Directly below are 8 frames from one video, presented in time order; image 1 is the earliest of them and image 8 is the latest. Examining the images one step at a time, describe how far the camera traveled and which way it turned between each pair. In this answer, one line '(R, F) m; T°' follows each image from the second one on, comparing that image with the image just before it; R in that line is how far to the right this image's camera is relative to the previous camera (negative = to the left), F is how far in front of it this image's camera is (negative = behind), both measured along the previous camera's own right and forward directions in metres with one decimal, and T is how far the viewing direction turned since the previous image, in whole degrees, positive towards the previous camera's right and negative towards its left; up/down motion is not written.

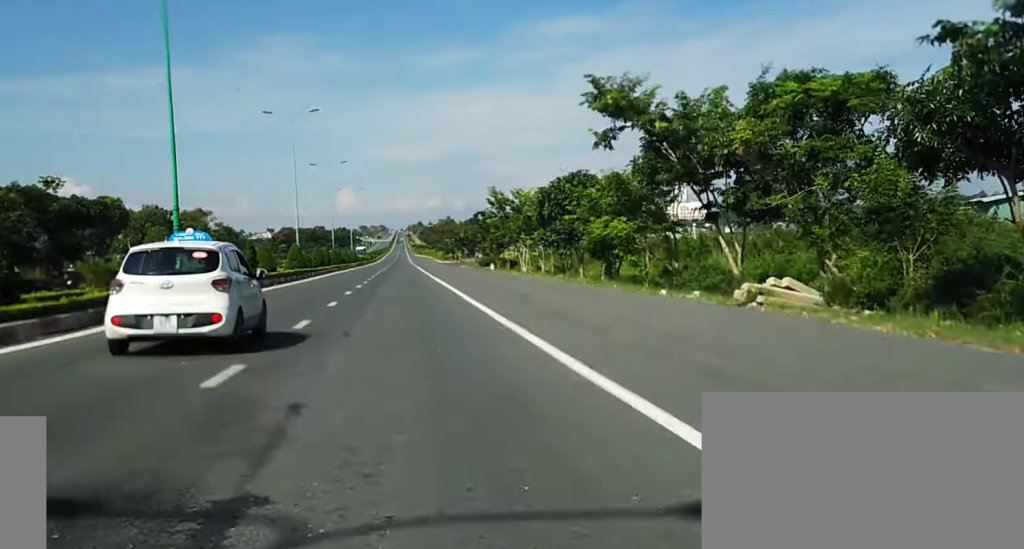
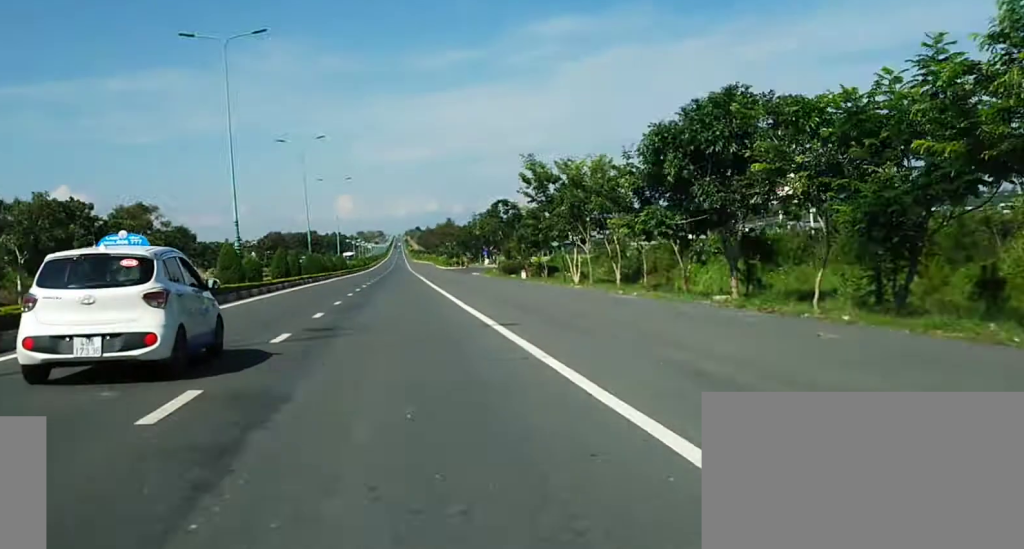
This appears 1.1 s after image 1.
(+0.2, +26.3) m; 0°
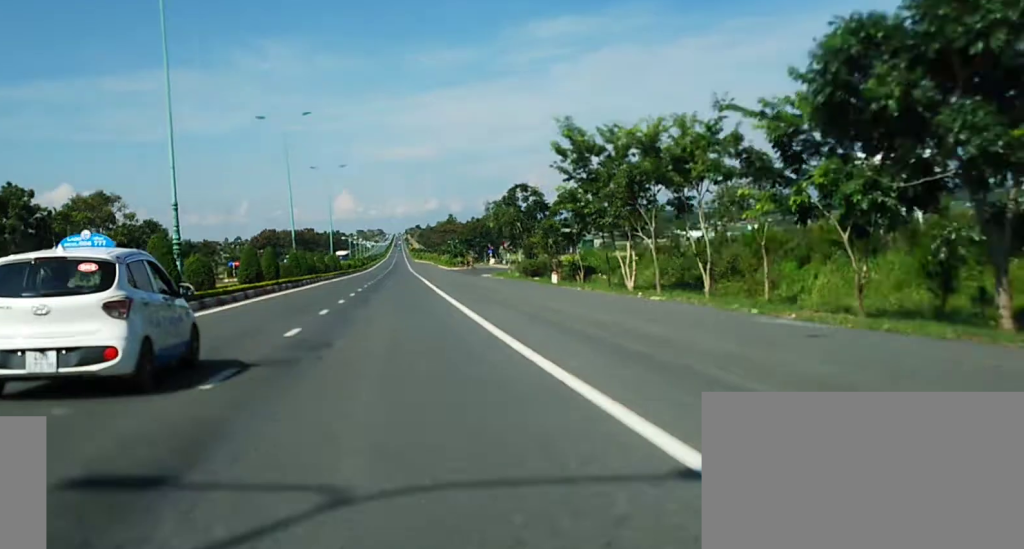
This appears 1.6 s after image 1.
(0.0, +13.1) m; 0°
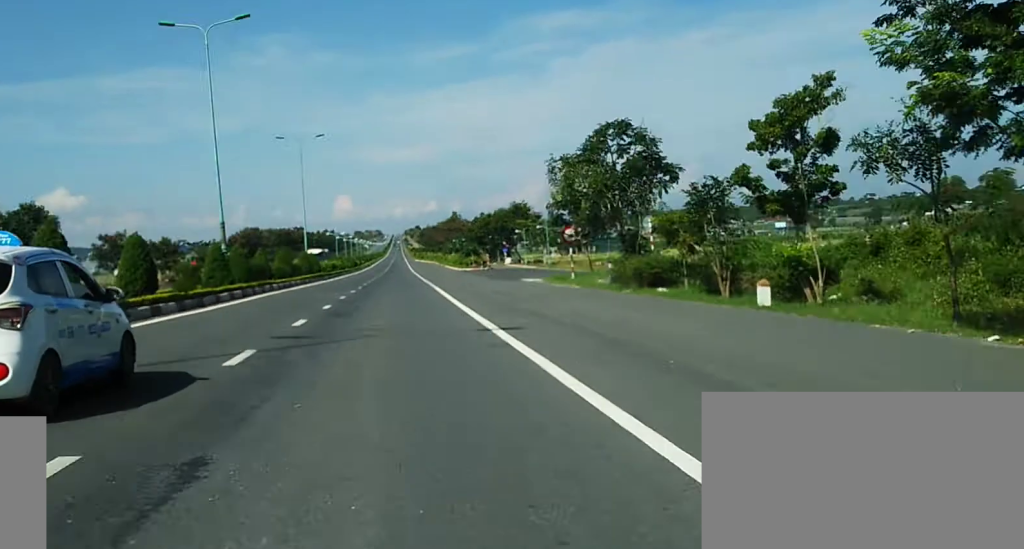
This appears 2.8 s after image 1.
(0.0, +29.1) m; 0°
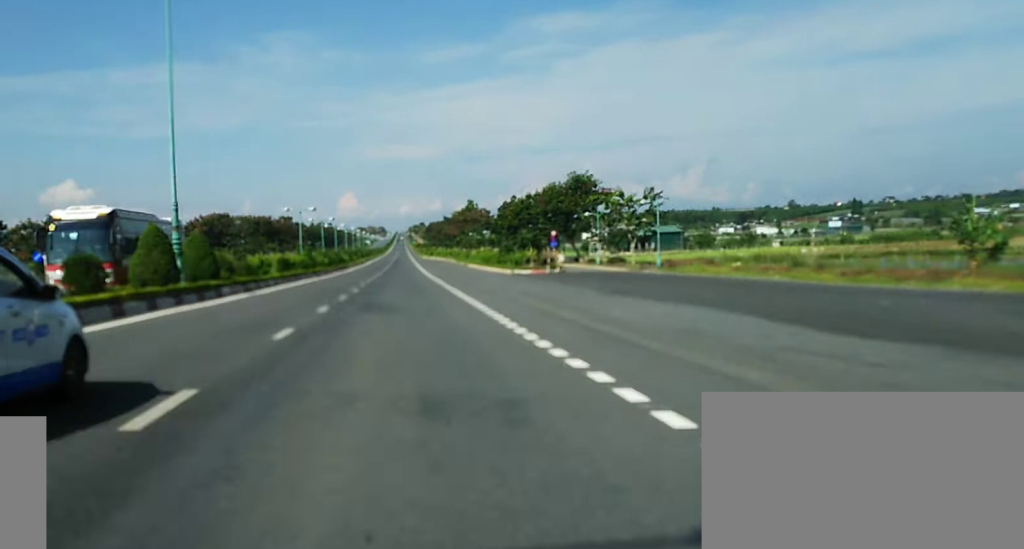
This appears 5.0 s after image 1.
(-0.8, +51.2) m; -1°
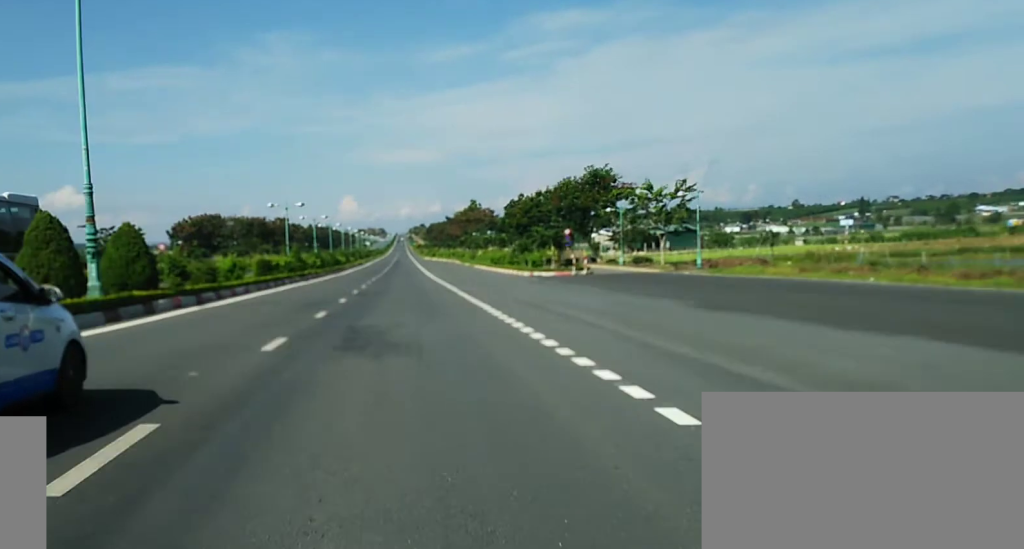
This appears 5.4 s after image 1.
(-0.1, +9.6) m; 0°
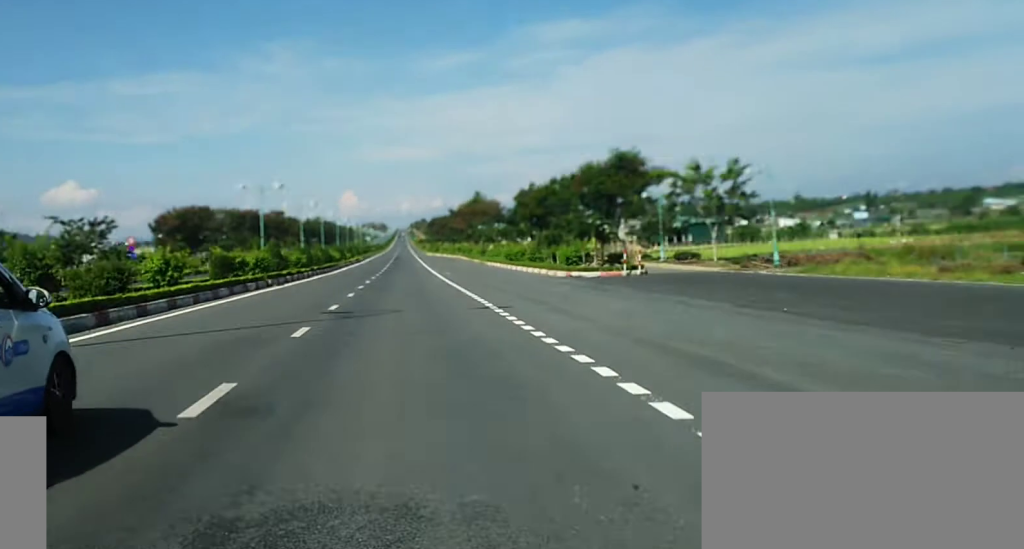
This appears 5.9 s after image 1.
(+0.1, +12.7) m; 0°
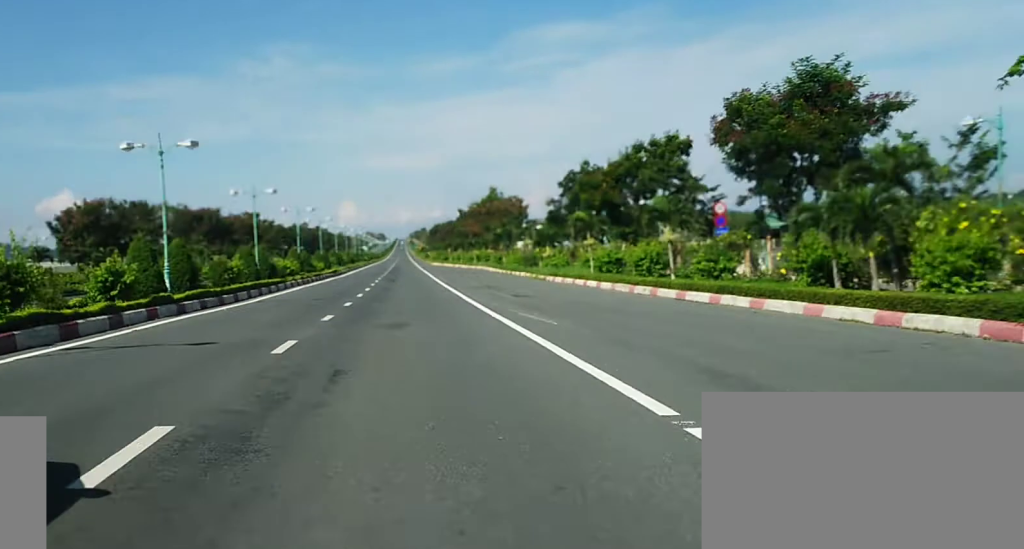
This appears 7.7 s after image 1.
(+0.6, +41.5) m; +1°
